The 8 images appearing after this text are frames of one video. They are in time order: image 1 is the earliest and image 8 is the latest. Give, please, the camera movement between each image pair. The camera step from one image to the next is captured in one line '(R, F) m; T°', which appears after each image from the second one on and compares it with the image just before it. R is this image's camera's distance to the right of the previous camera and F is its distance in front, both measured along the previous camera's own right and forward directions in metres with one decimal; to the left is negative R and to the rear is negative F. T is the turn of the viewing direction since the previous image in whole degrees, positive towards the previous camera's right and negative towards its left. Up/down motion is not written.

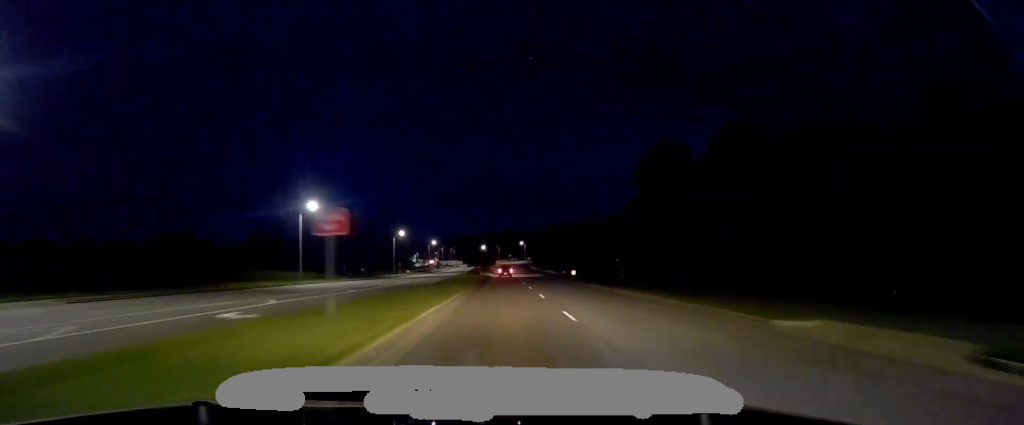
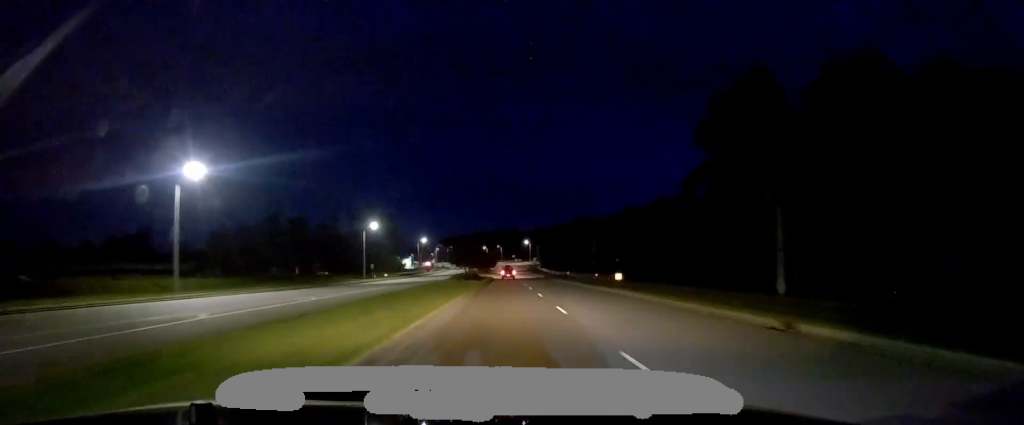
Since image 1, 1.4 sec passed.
(-0.2, +33.3) m; 0°
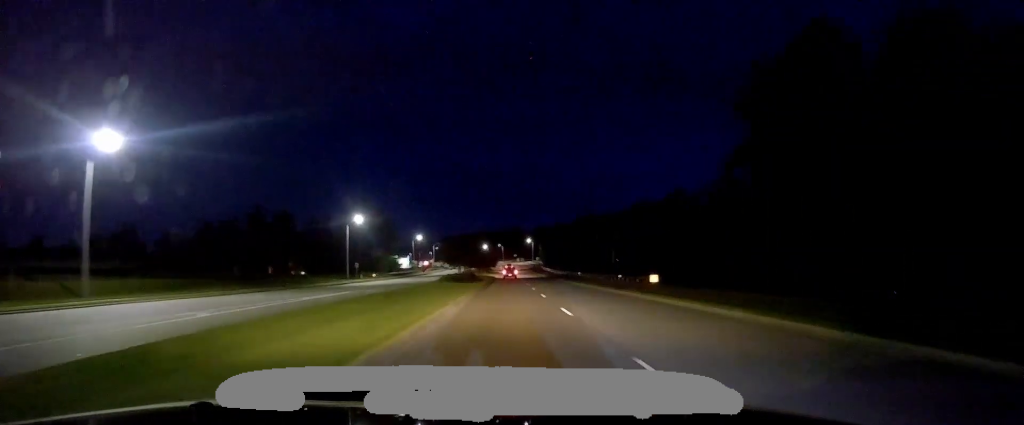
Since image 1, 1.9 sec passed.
(+0.2, +12.8) m; +1°
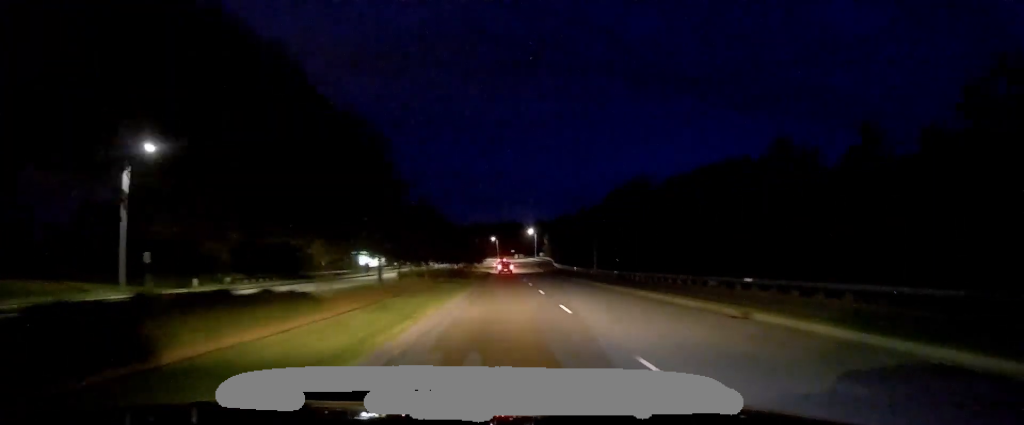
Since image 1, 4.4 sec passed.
(+0.4, +60.4) m; 0°
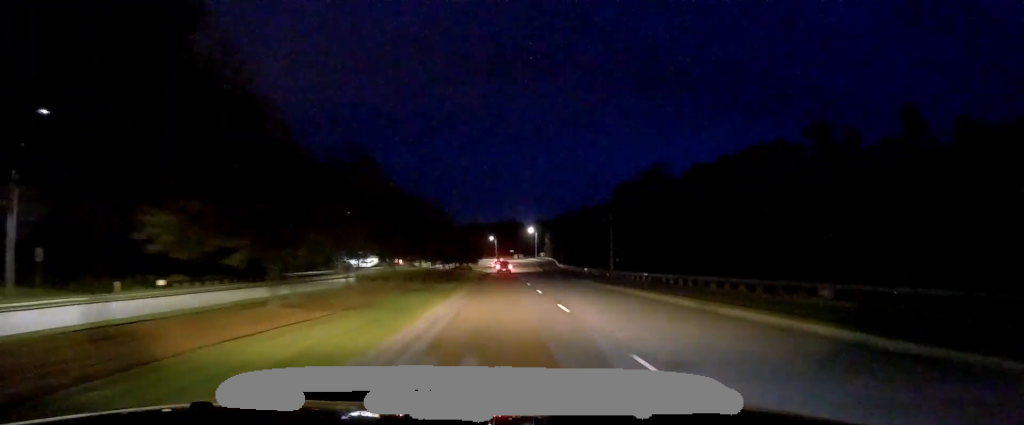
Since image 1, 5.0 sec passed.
(0.0, +12.9) m; -1°
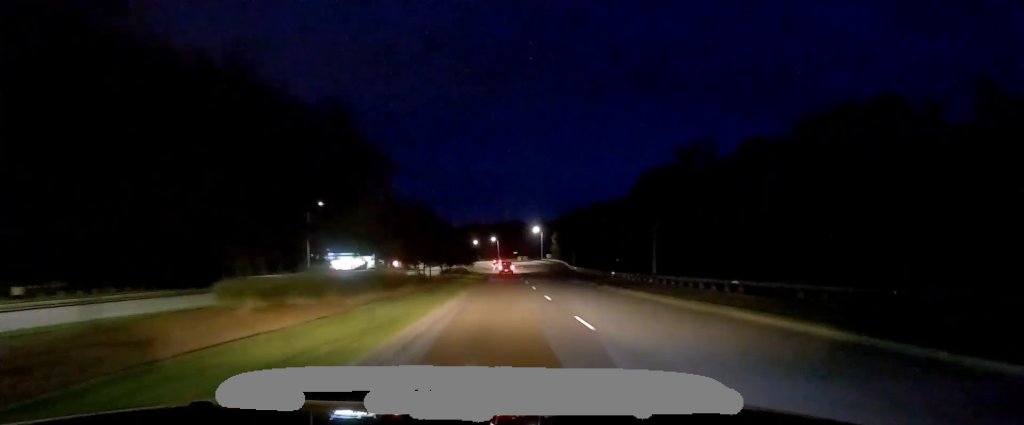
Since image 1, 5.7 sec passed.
(-0.1, +16.9) m; -1°
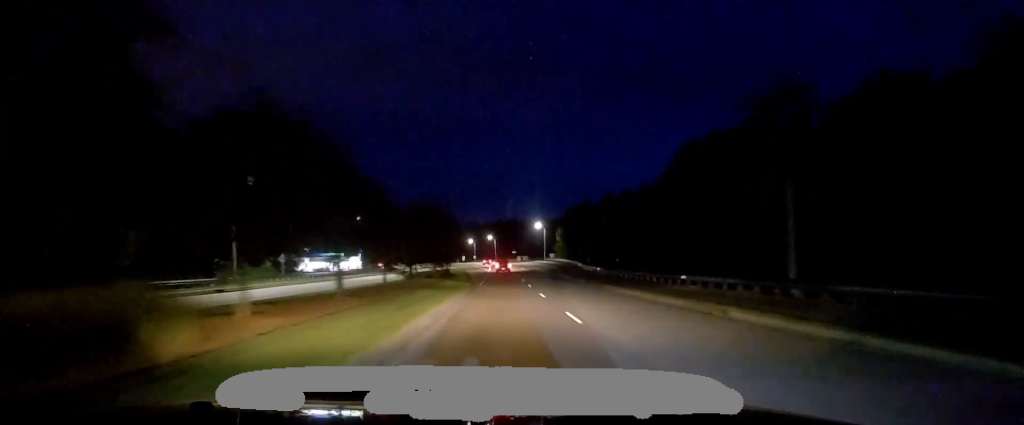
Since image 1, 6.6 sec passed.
(-0.2, +23.2) m; 0°
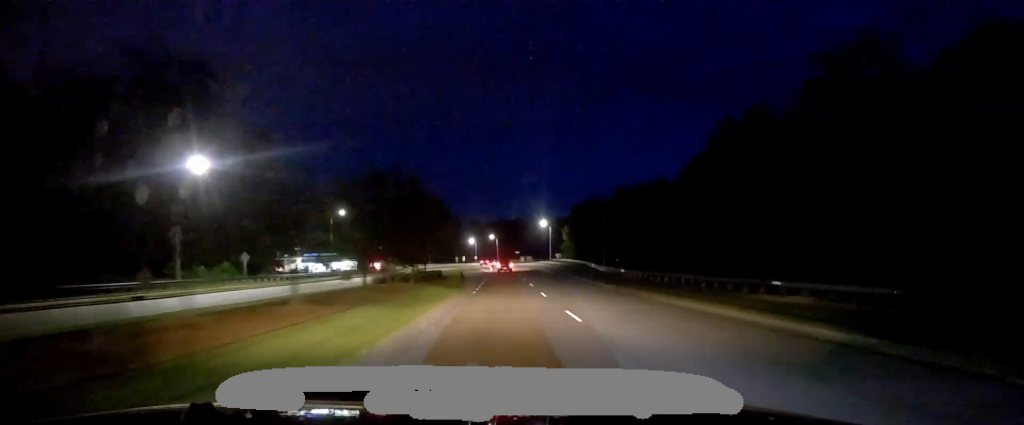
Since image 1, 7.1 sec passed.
(+0.1, +11.9) m; 0°
